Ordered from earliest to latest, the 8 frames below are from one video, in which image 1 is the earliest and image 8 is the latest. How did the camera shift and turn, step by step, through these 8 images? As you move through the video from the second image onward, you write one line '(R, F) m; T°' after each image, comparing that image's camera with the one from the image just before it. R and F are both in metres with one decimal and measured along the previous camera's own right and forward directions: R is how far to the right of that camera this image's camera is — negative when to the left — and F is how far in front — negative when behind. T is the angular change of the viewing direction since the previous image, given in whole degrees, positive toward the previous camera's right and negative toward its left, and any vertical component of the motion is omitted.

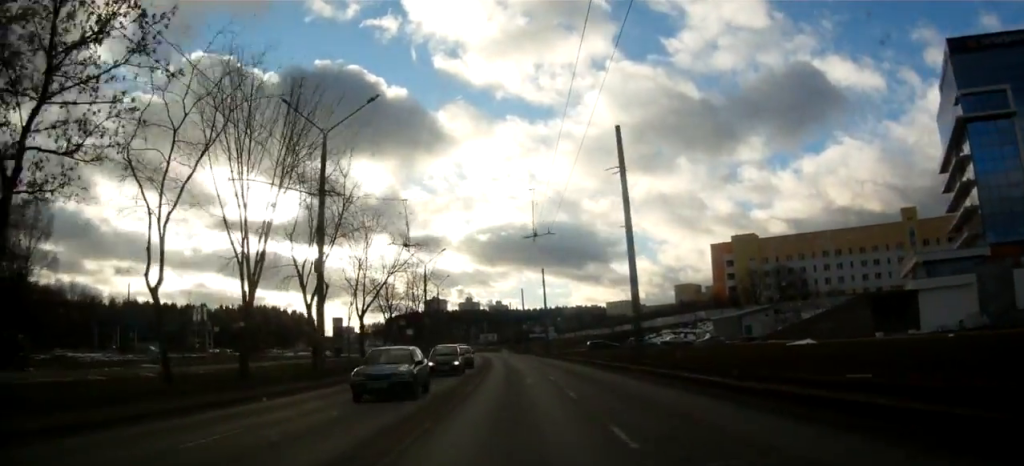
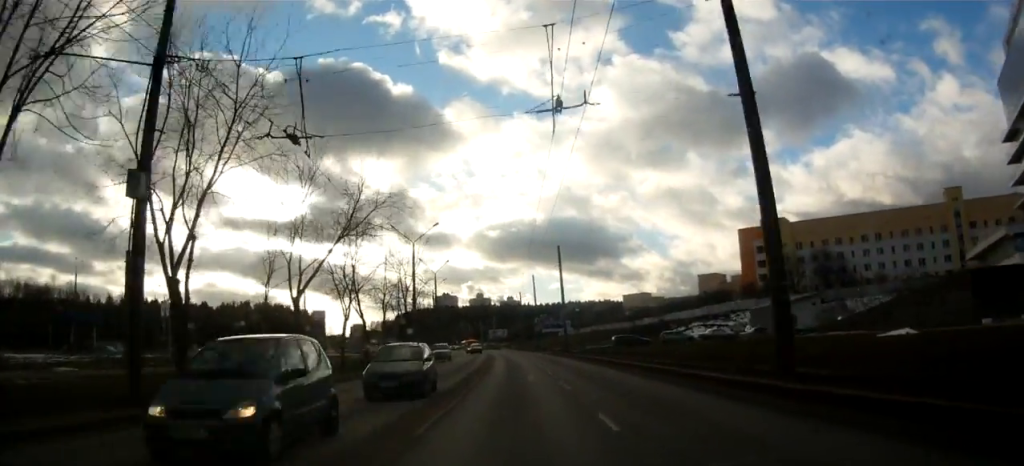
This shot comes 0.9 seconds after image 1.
(+0.1, +14.2) m; -1°
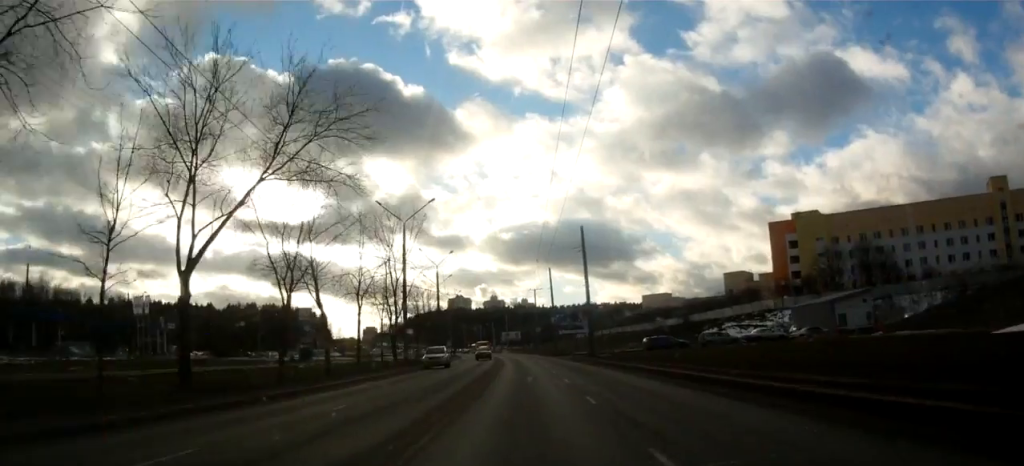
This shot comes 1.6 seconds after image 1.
(-0.5, +11.8) m; -1°
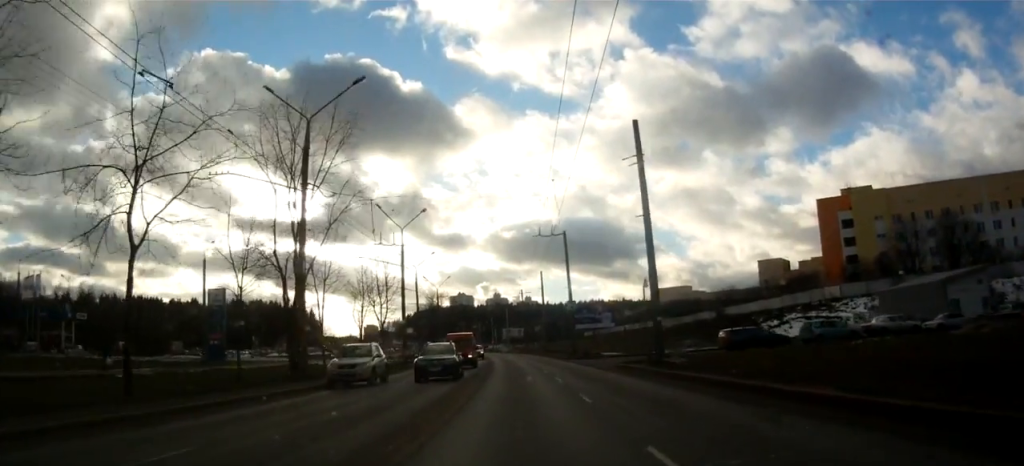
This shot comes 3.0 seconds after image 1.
(+0.1, +23.8) m; -1°
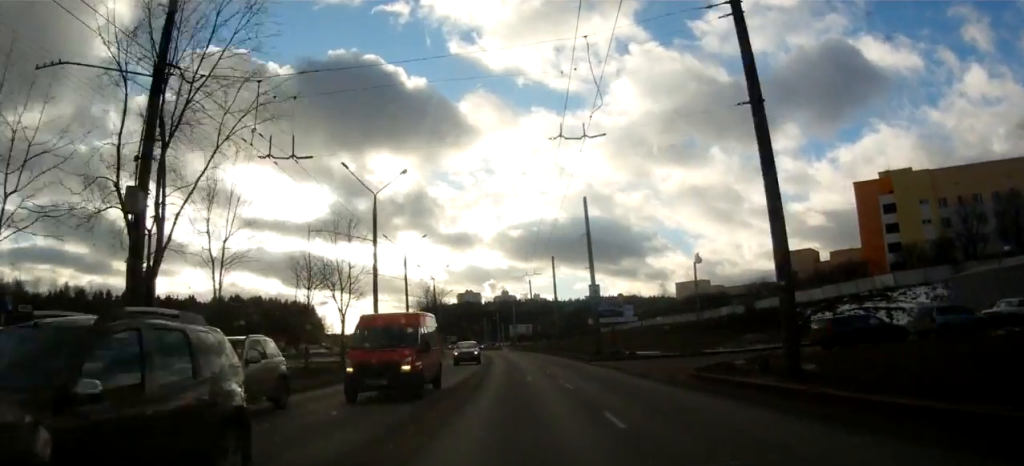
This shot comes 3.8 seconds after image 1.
(-0.1, +12.0) m; -1°
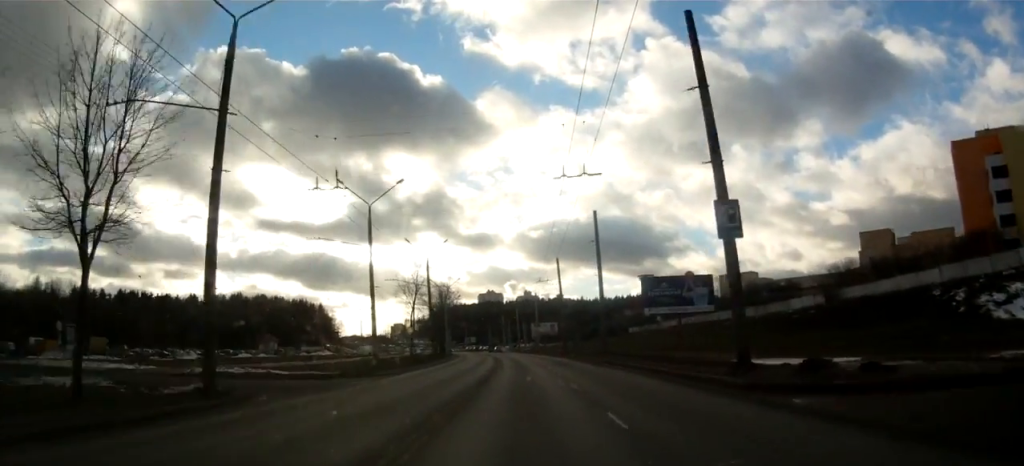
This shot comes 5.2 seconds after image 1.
(-0.1, +24.0) m; -2°
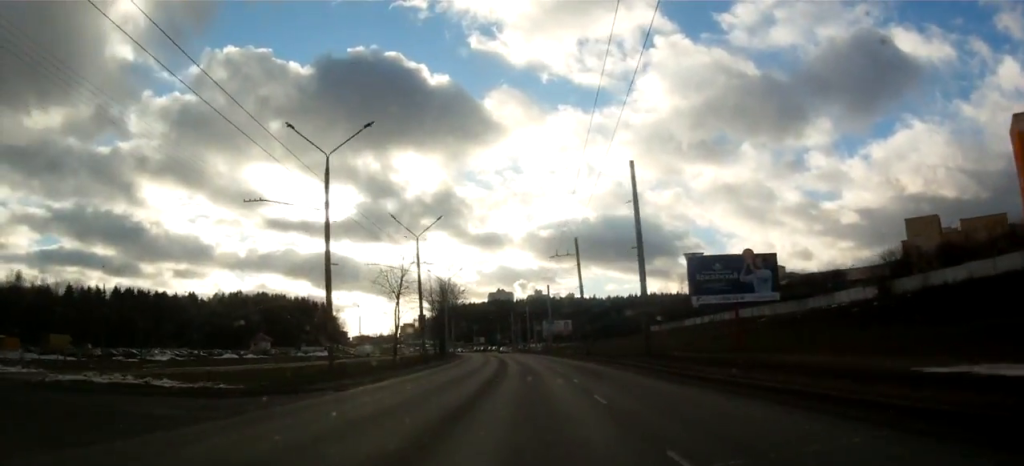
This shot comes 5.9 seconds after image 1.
(-0.1, +11.9) m; -1°
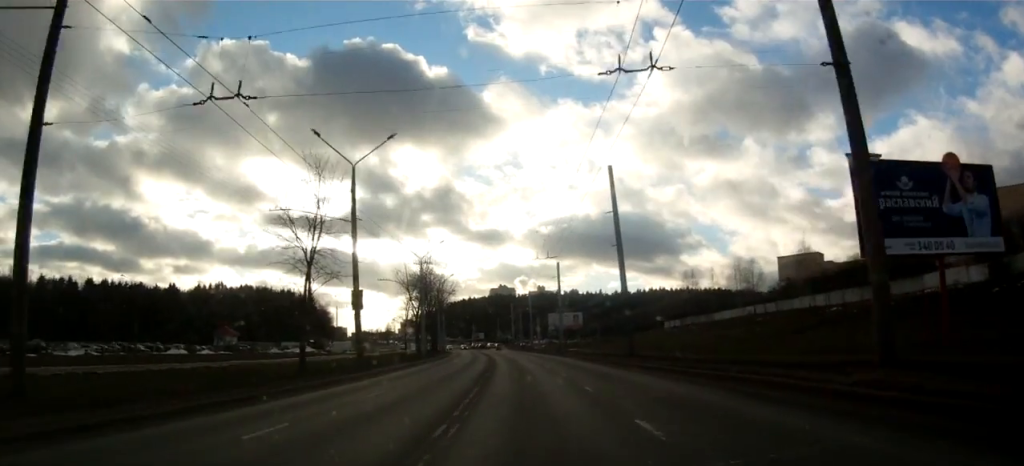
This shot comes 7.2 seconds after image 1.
(-0.2, +21.7) m; 0°
